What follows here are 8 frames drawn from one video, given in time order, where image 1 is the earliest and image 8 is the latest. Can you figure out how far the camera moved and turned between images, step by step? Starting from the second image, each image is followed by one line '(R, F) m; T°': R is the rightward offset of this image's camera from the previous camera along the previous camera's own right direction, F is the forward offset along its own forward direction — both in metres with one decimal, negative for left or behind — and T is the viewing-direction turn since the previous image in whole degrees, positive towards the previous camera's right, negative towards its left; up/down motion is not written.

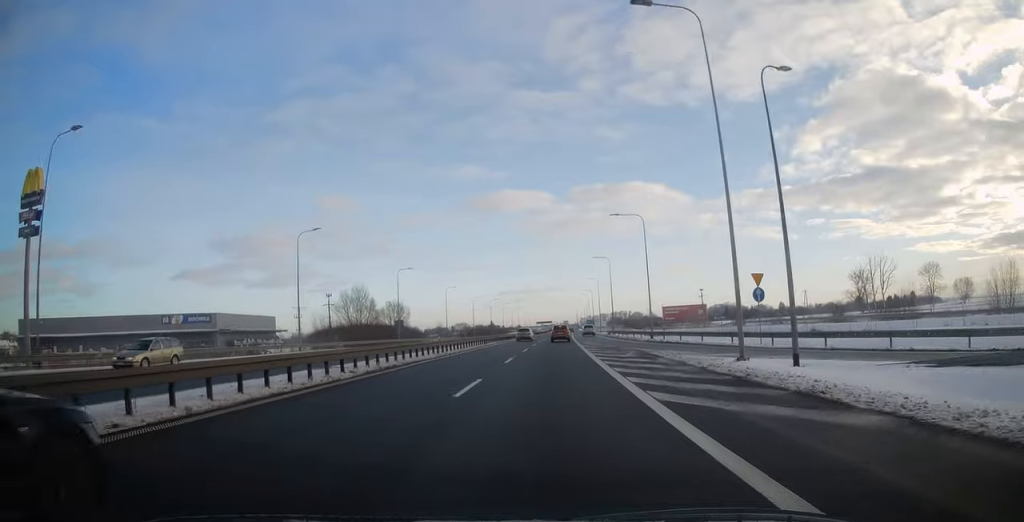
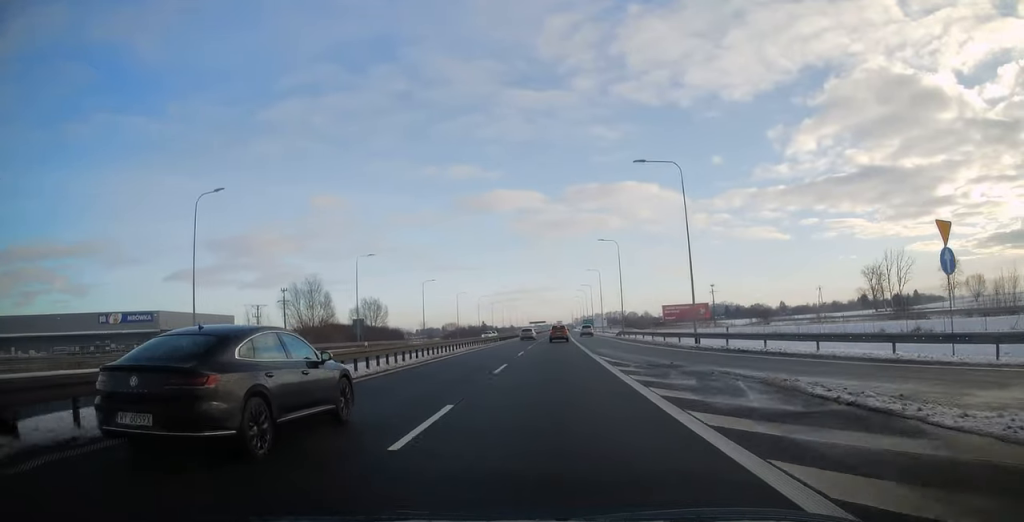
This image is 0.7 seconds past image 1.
(+0.2, +17.3) m; +1°
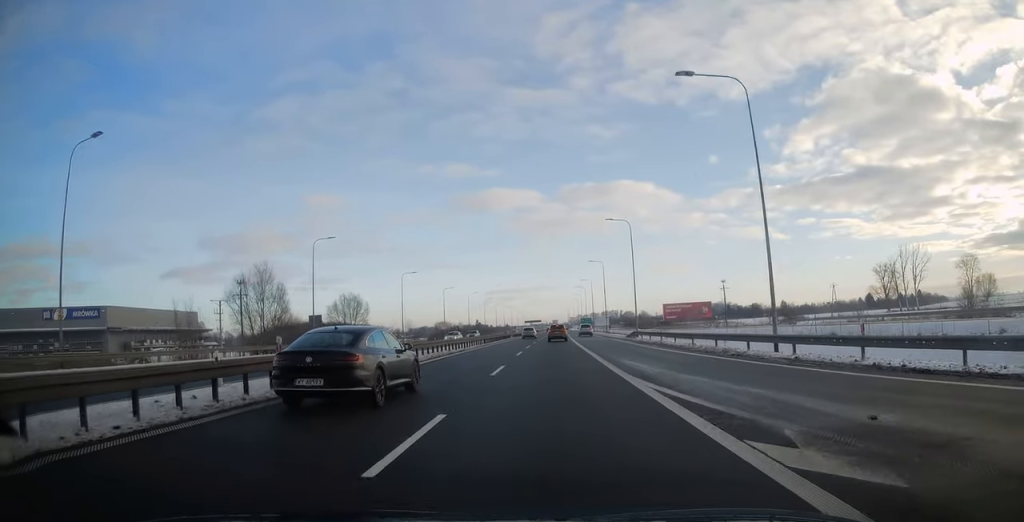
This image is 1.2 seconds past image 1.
(+0.2, +13.1) m; +1°
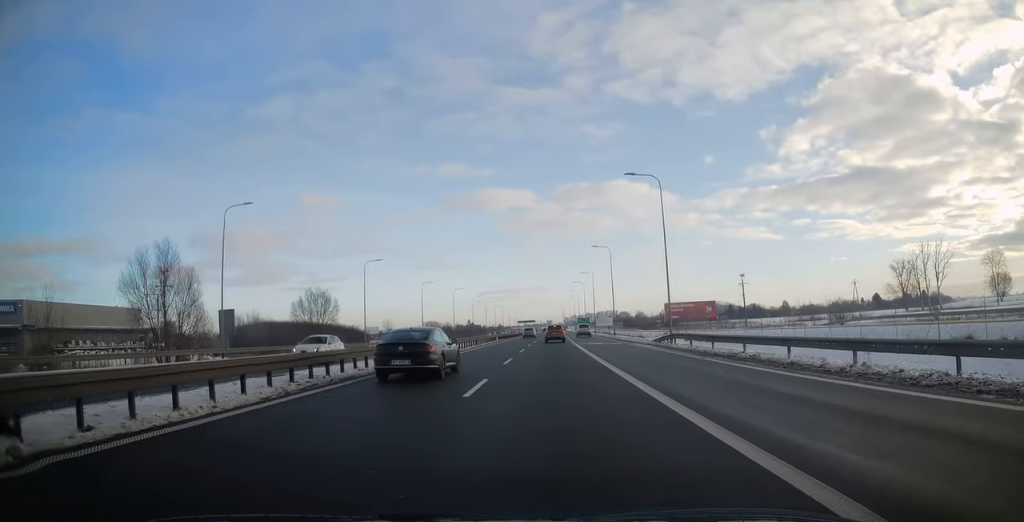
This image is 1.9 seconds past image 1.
(0.0, +17.3) m; 0°
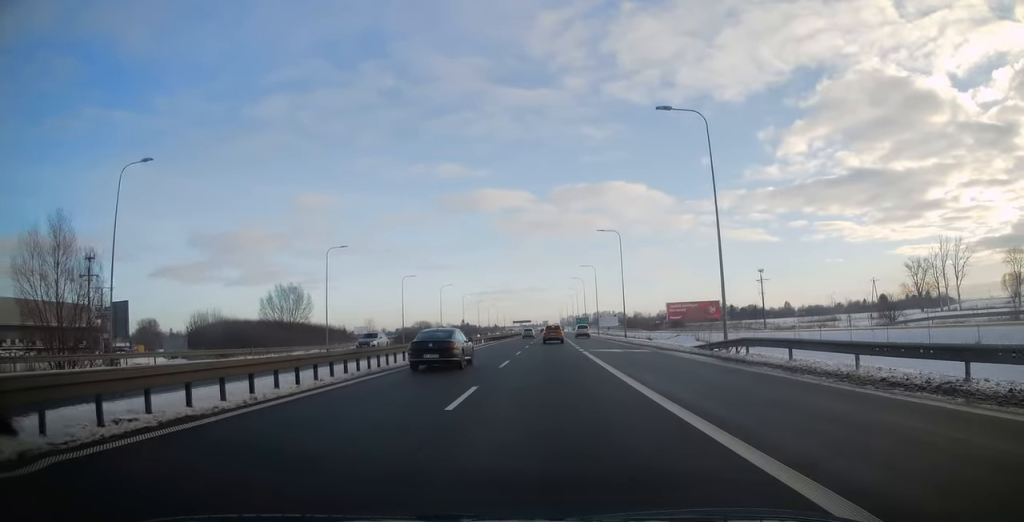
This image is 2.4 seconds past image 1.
(0.0, +12.7) m; 0°
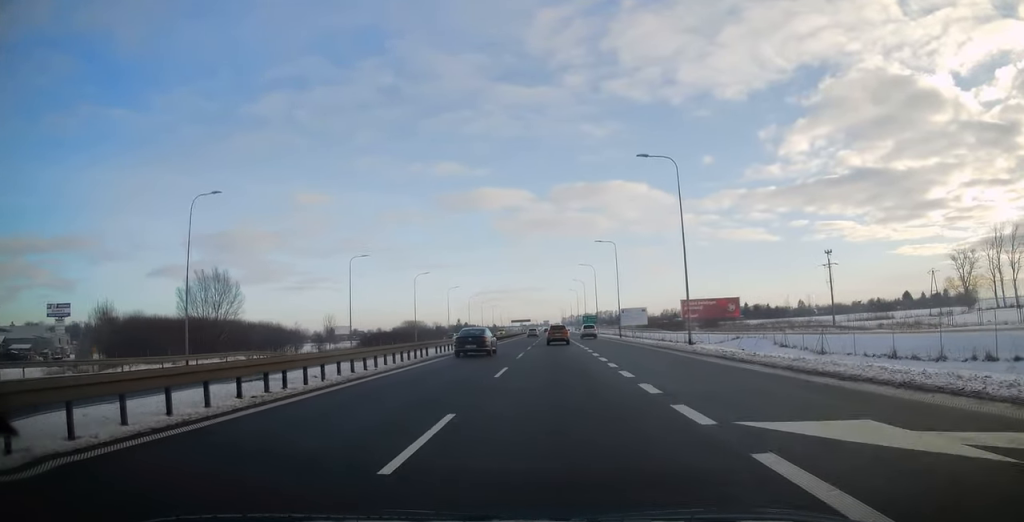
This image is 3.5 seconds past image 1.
(+0.2, +27.2) m; 0°
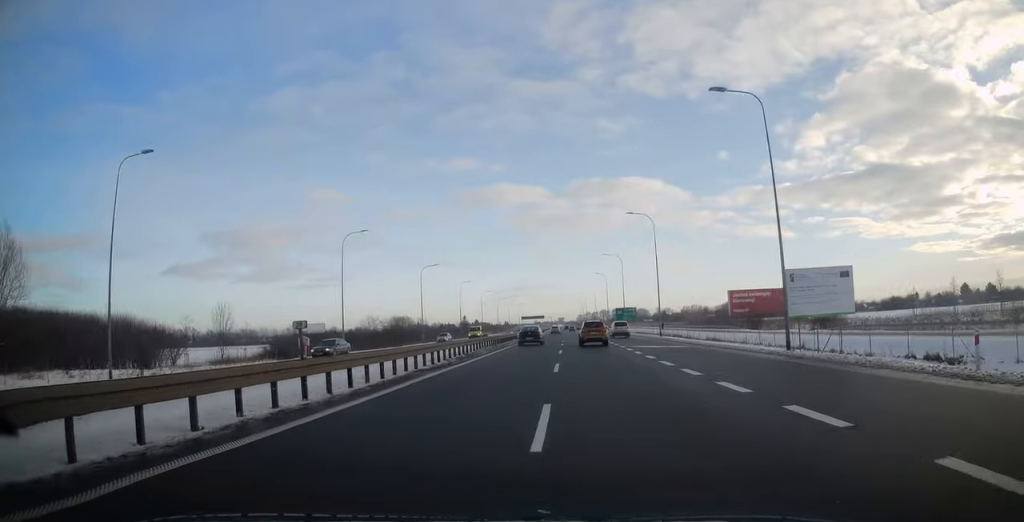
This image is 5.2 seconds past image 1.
(-0.3, +44.5) m; -1°
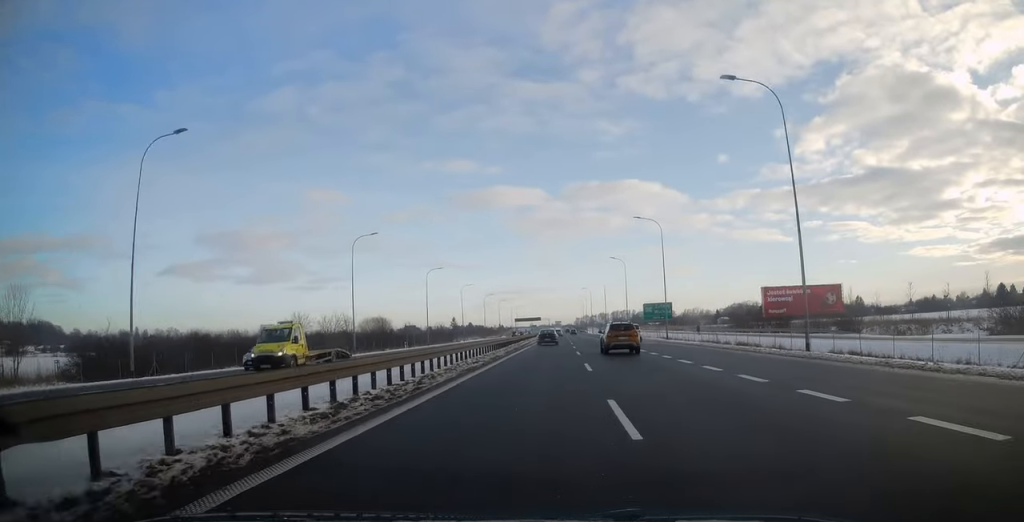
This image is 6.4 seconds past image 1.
(-0.1, +33.5) m; +1°
